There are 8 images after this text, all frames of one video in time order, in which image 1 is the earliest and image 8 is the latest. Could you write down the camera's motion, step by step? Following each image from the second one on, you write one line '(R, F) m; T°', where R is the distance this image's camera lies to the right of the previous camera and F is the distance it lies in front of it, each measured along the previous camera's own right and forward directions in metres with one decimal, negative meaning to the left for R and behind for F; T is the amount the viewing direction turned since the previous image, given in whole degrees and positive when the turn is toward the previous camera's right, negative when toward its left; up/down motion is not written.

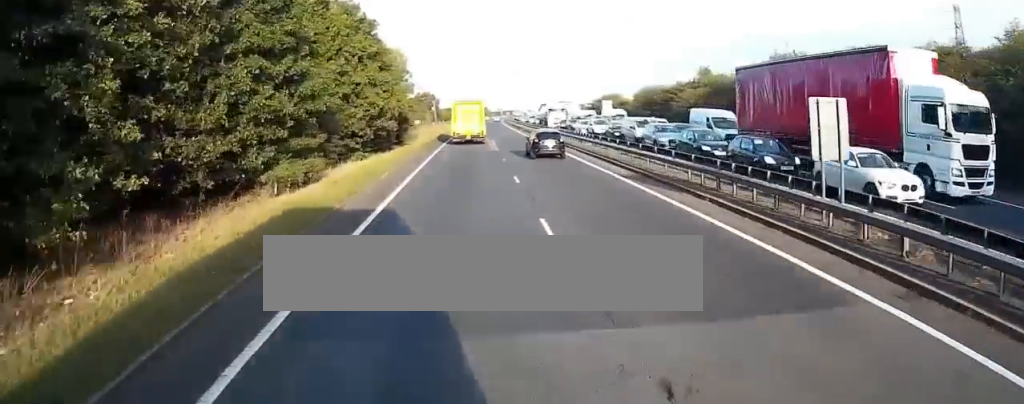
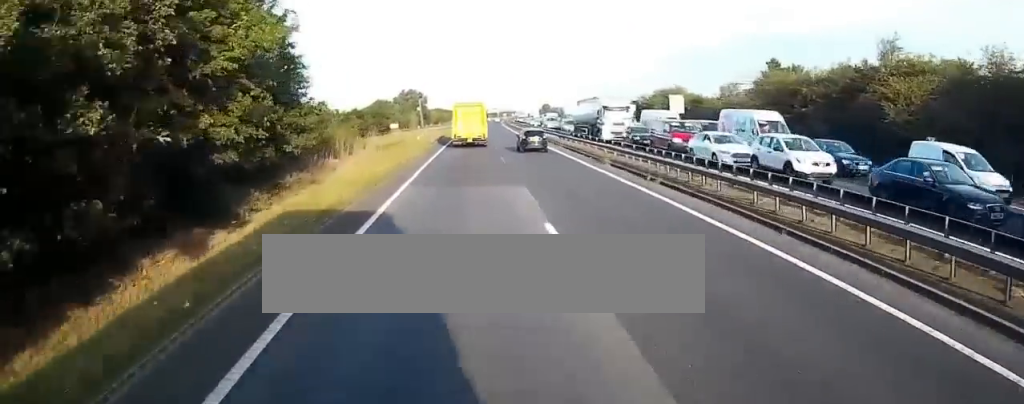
(+0.2, +34.5) m; 0°
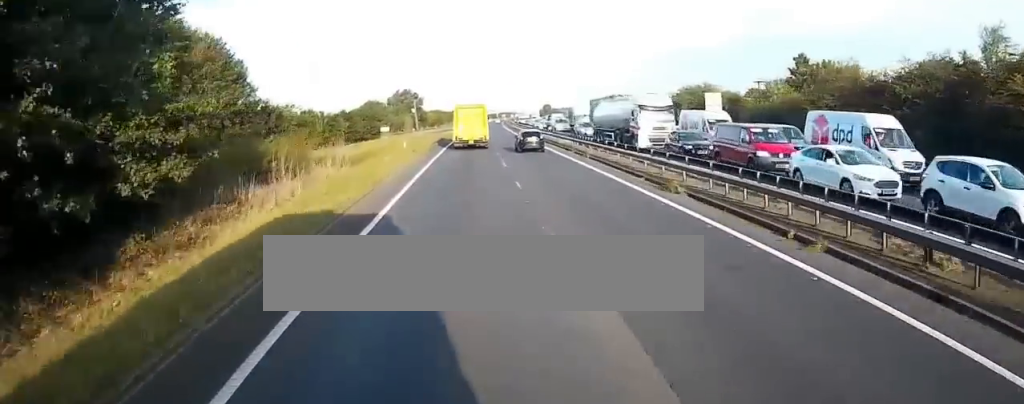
(0.0, +10.8) m; 0°
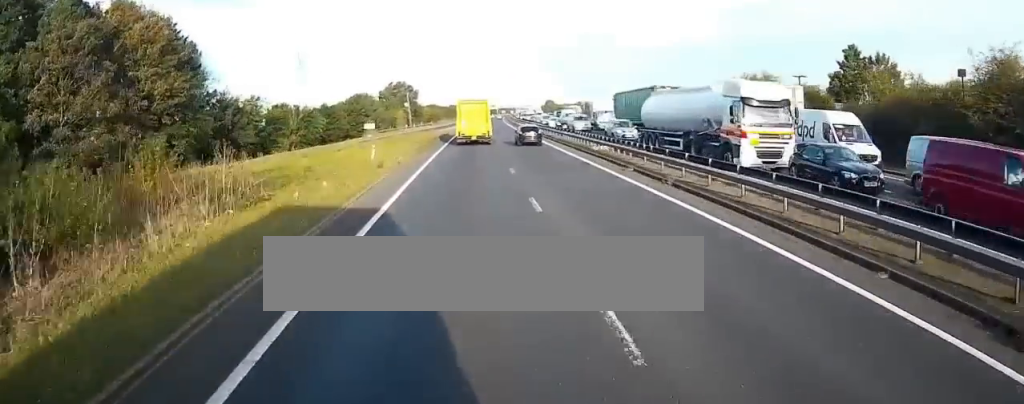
(0.0, +13.9) m; 0°
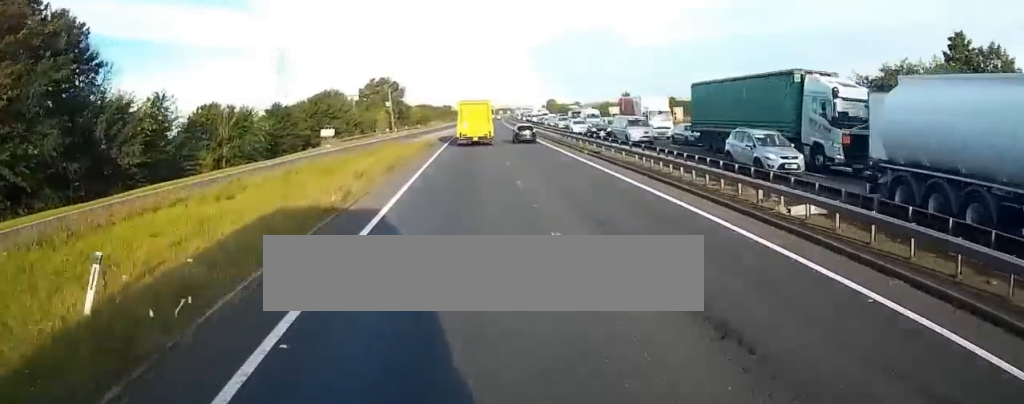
(0.0, +21.8) m; +1°
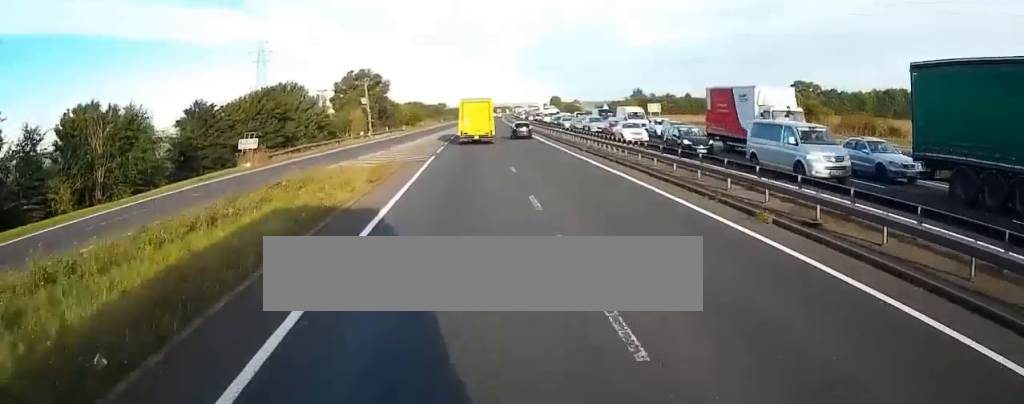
(+0.3, +21.1) m; +1°
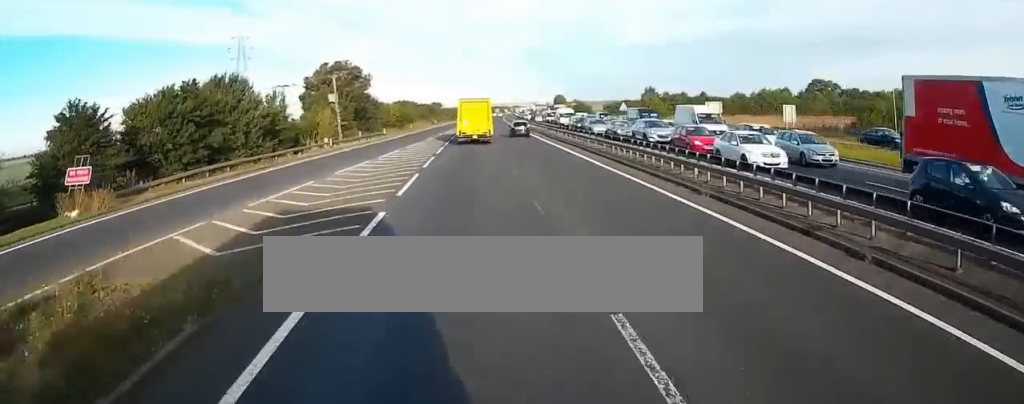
(+0.1, +18.8) m; 0°
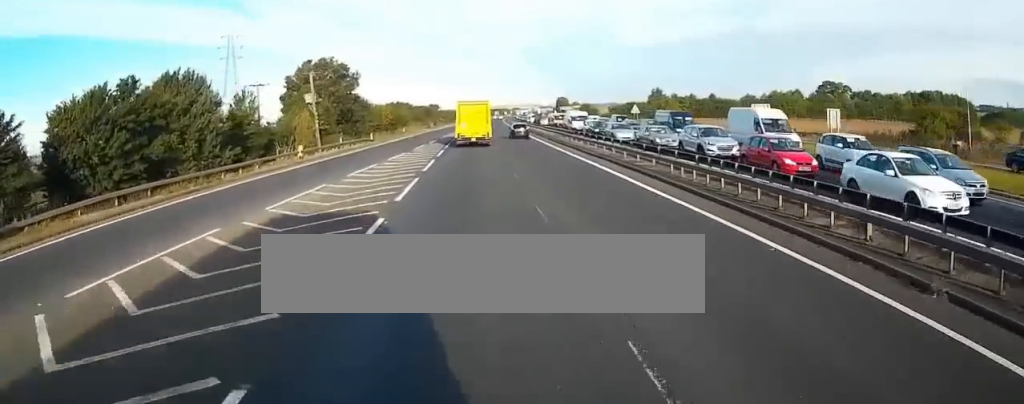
(0.0, +9.4) m; 0°
